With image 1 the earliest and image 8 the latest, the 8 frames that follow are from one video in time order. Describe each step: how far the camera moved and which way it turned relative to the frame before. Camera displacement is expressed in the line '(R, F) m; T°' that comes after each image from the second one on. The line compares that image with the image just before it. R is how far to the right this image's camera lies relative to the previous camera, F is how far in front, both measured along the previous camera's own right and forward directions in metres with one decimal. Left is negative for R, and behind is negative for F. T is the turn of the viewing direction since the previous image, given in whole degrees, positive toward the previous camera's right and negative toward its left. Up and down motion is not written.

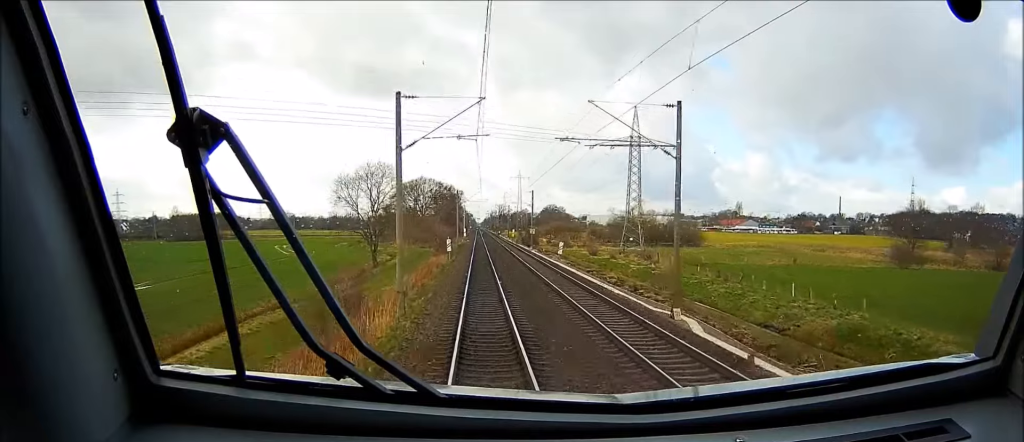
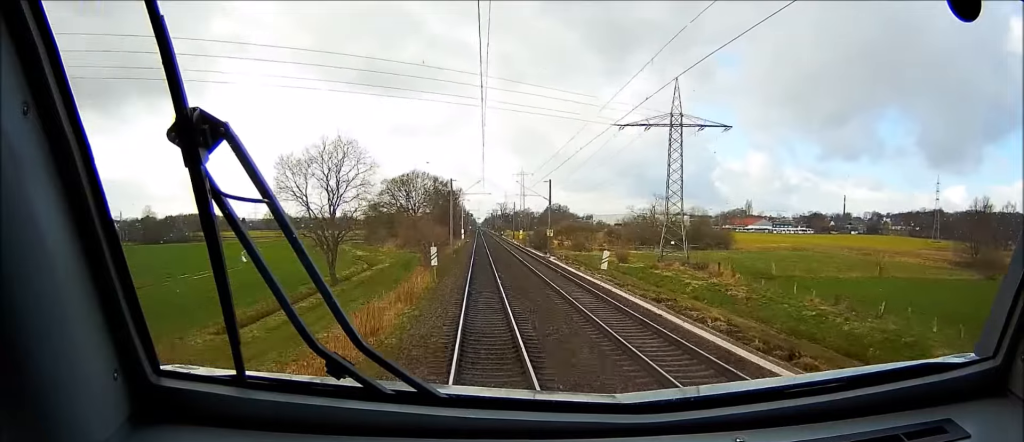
(0.0, +24.2) m; 0°
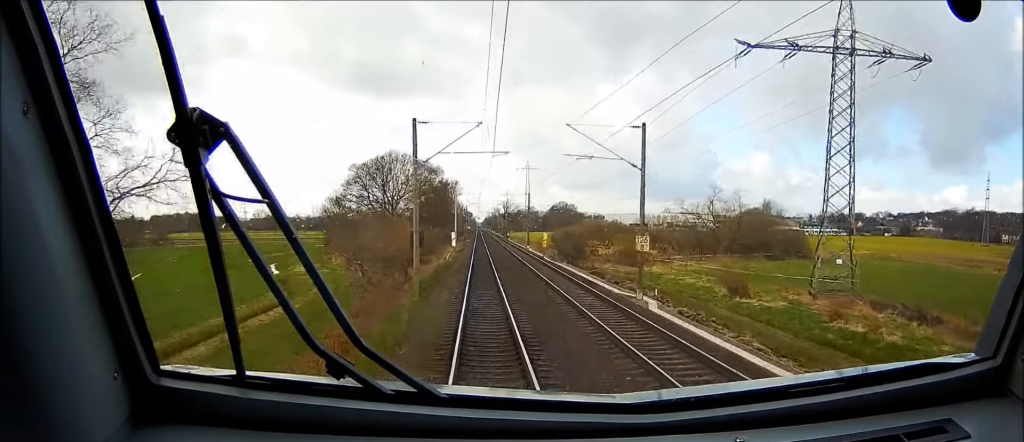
(0.0, +44.8) m; 0°
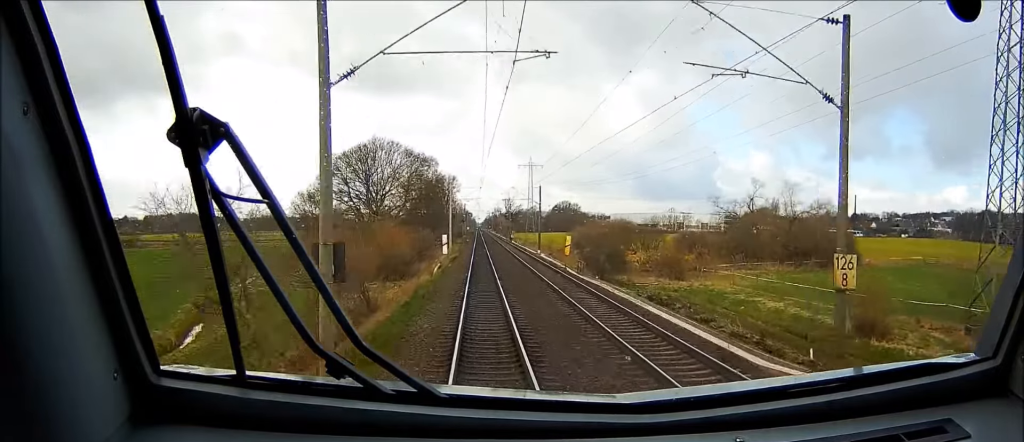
(0.0, +19.6) m; 0°
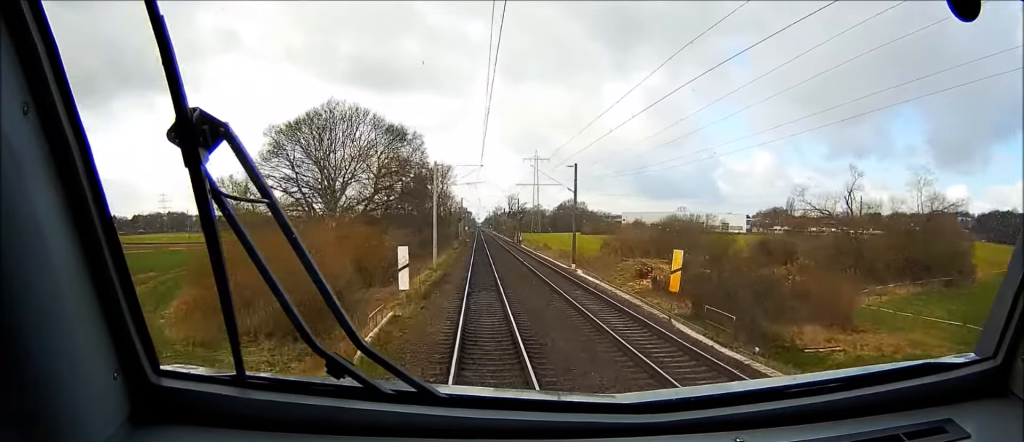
(0.0, +32.8) m; 0°
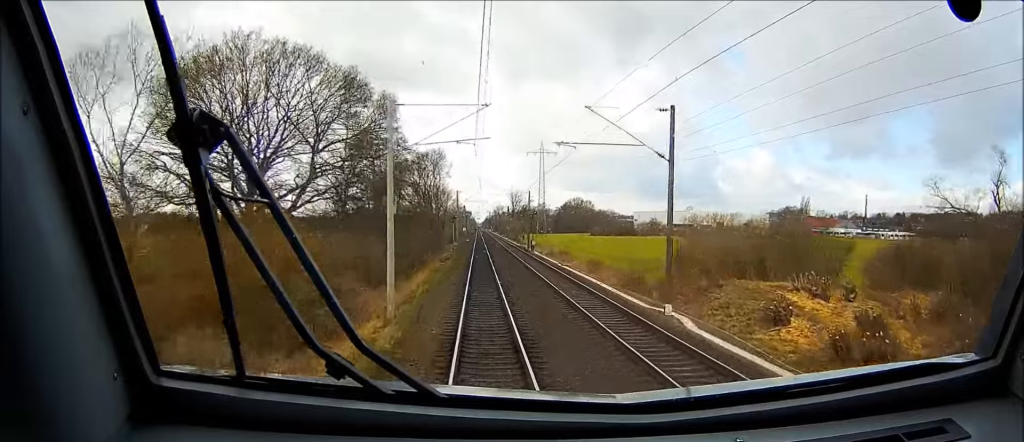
(0.0, +29.0) m; 0°
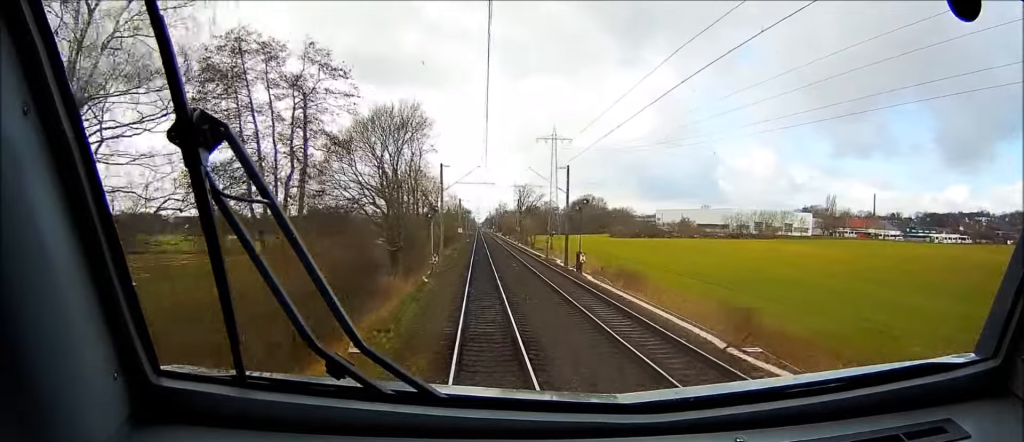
(-0.2, +45.3) m; 0°
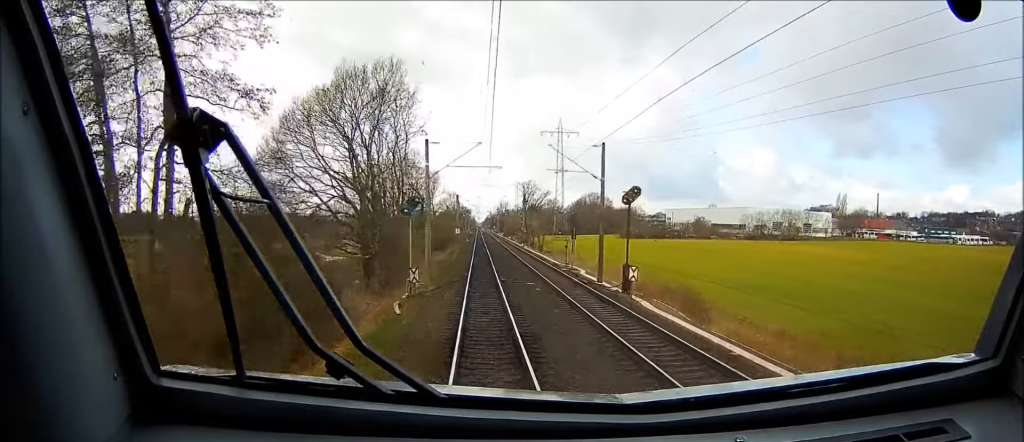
(-0.1, +15.5) m; 0°
